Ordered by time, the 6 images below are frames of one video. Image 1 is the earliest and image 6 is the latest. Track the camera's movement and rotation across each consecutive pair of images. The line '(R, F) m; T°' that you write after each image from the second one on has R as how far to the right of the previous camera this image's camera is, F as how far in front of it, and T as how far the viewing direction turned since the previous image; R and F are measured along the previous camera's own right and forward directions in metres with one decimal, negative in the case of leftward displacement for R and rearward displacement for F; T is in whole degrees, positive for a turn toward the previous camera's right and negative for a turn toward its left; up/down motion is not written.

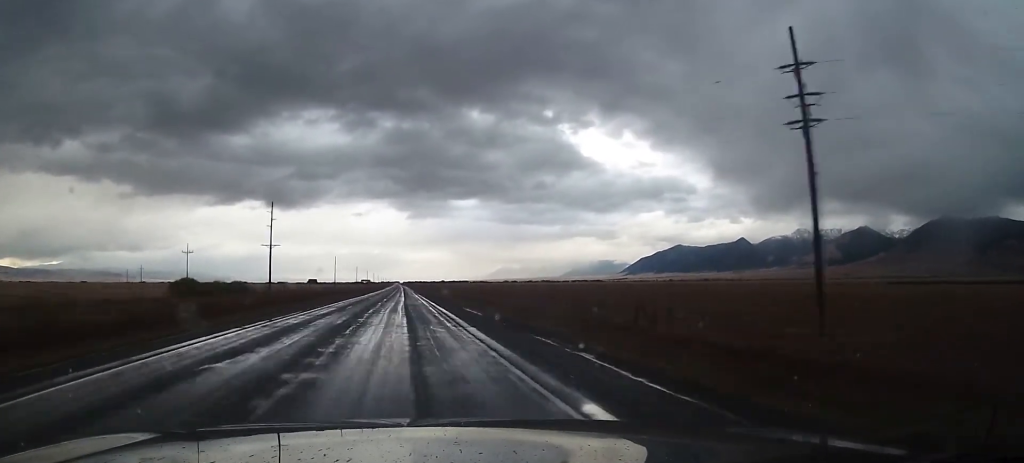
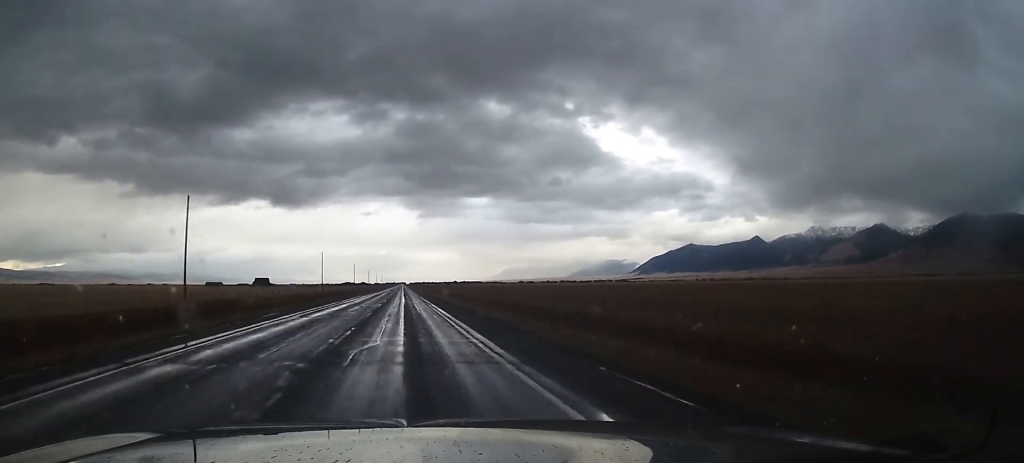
(-1.6, +277.7) m; 0°
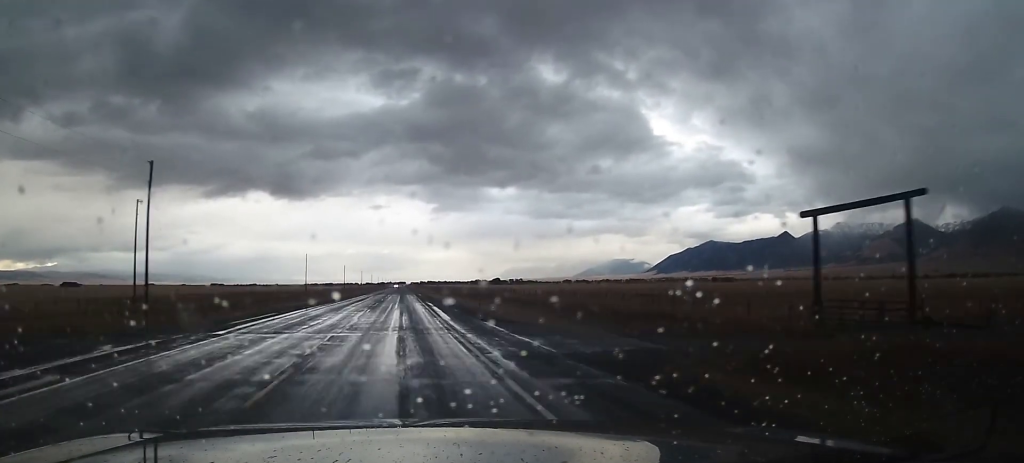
(+2.3, +775.6) m; 0°
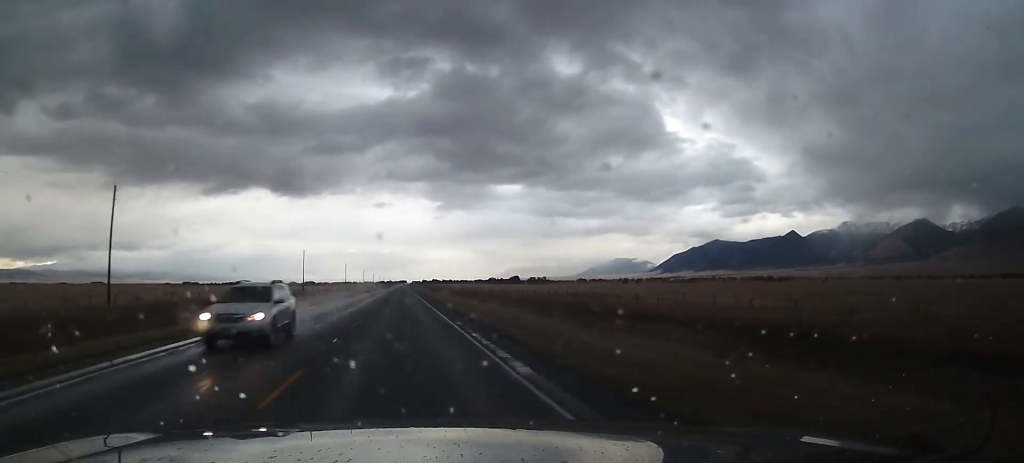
(+0.1, +223.0) m; 0°
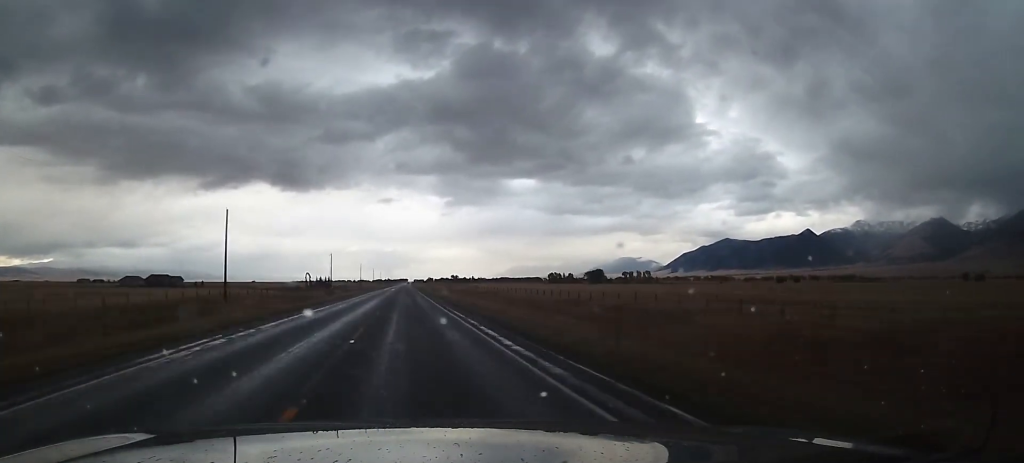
(-0.4, +601.6) m; 0°
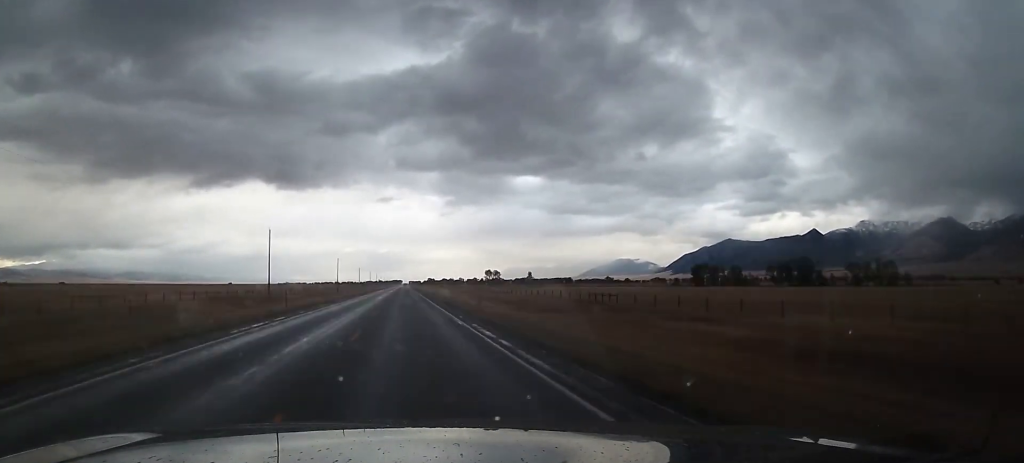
(+2.5, +432.5) m; 0°
